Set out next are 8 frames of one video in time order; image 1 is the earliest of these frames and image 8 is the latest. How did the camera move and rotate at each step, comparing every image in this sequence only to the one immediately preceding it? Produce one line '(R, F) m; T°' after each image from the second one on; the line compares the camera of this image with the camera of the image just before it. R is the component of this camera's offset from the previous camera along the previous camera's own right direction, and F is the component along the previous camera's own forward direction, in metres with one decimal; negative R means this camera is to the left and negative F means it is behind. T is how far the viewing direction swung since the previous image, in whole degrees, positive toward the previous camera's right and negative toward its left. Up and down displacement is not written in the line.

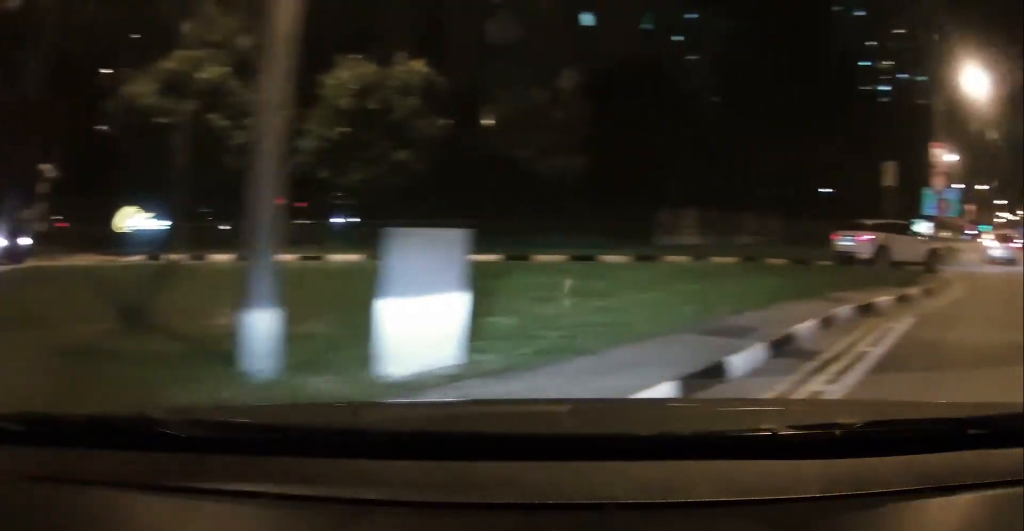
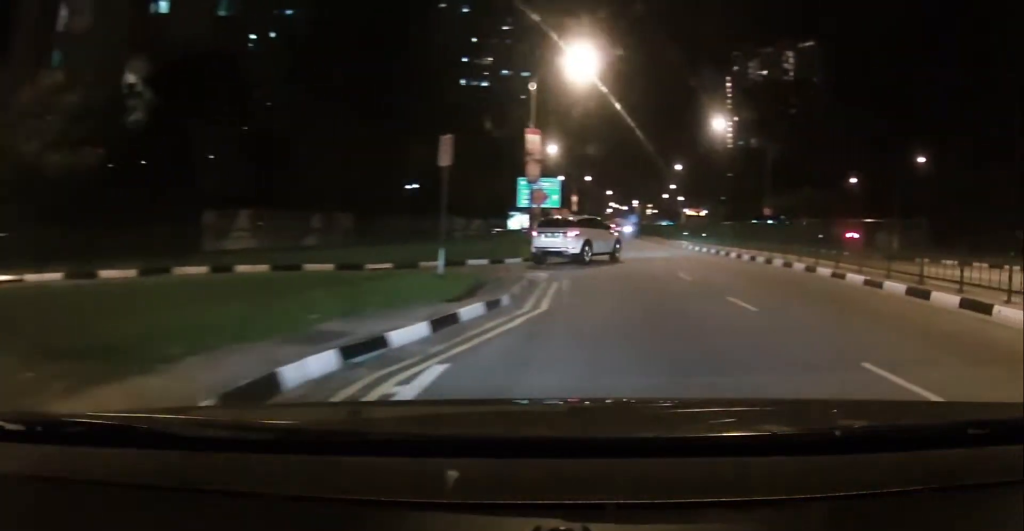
(+1.3, +2.9) m; +42°
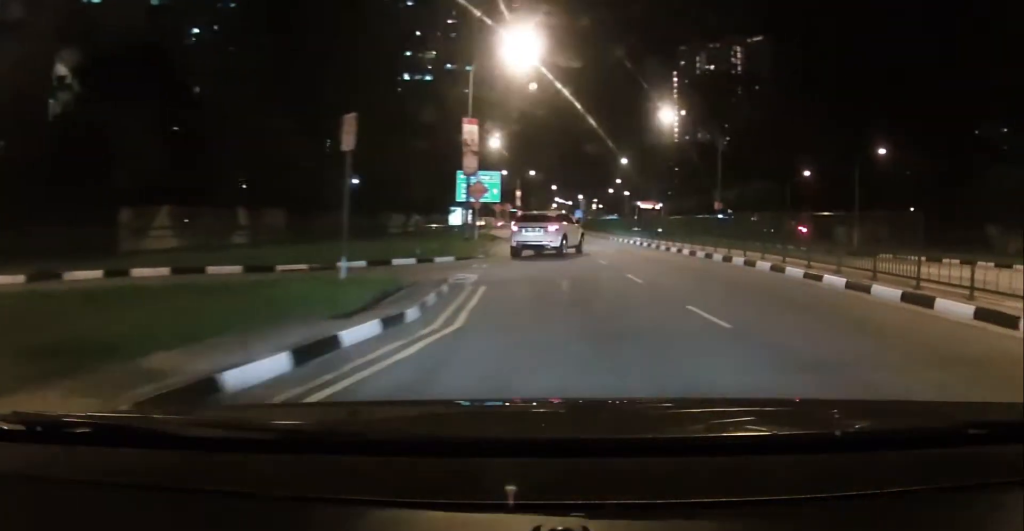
(+0.3, +1.8) m; +2°
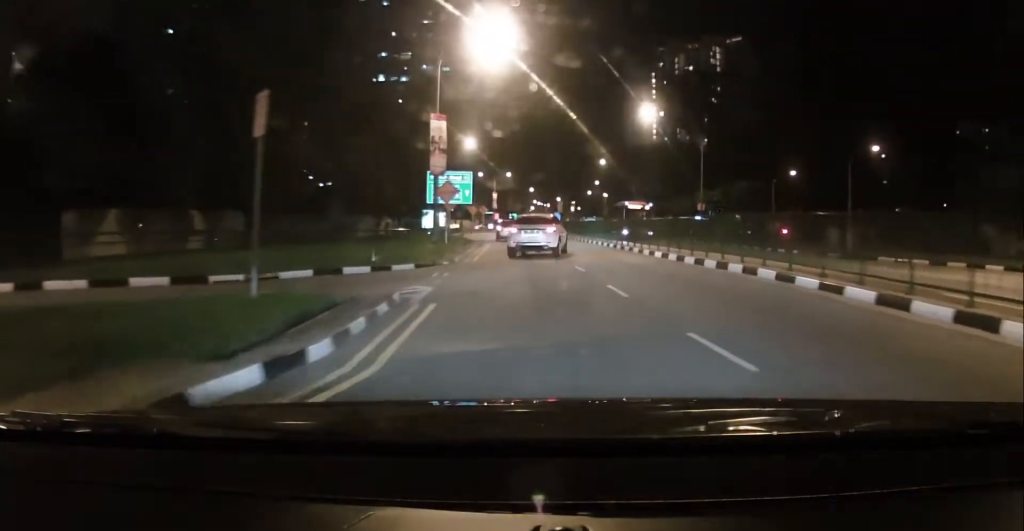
(+0.3, +1.8) m; 0°
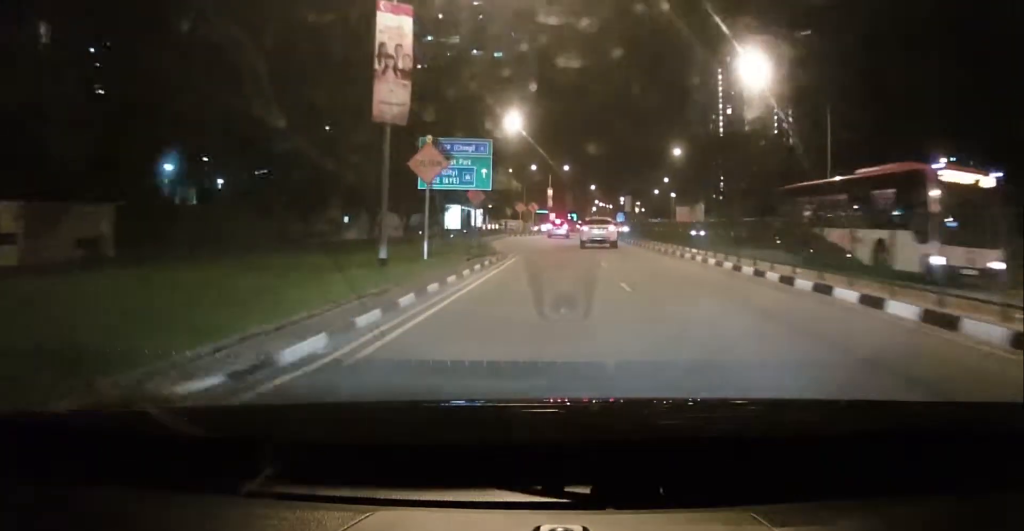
(-1.7, +14.2) m; -5°
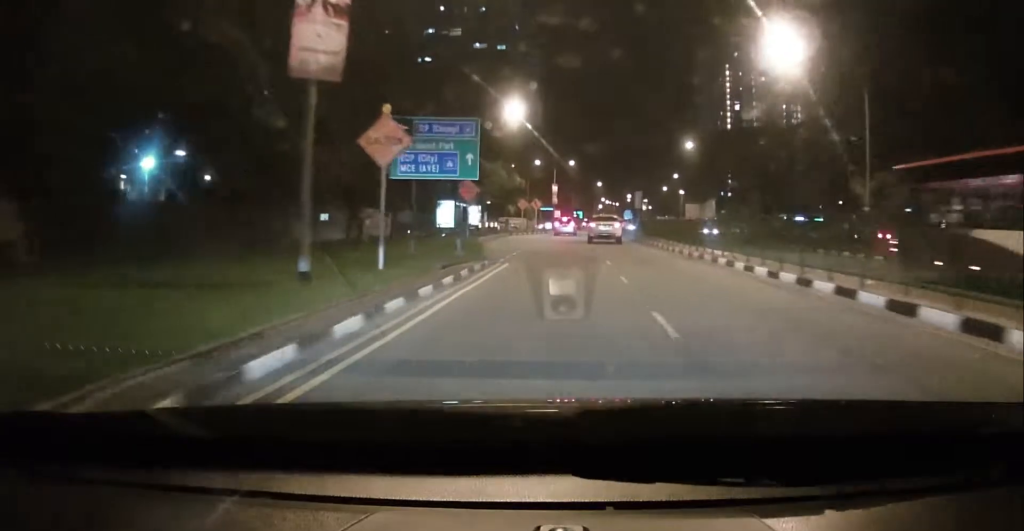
(+0.2, +4.2) m; +1°
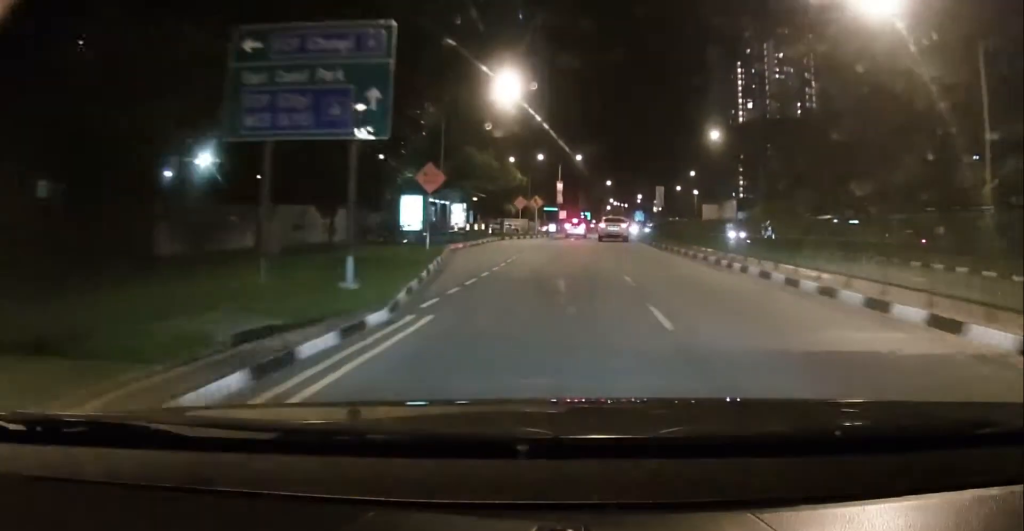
(-0.2, +10.2) m; -1°
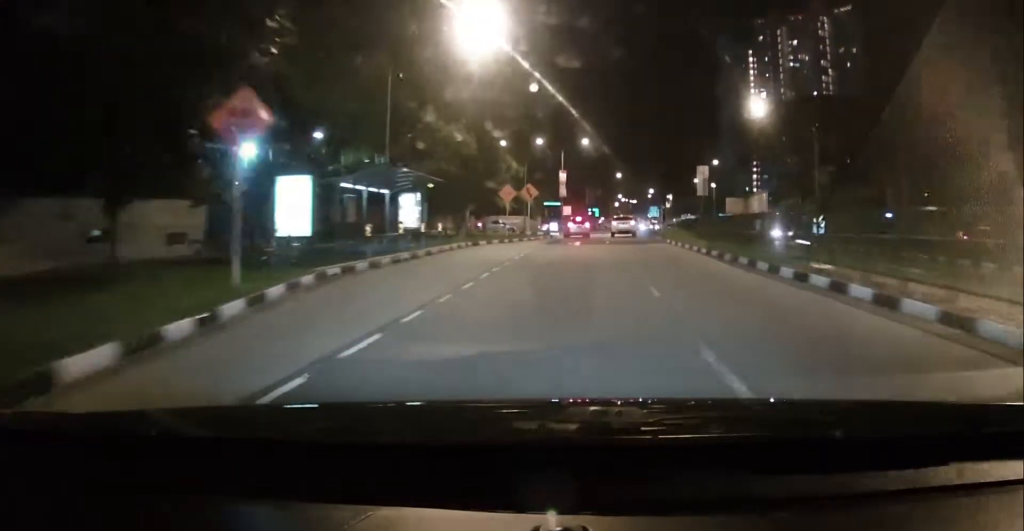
(-0.4, +15.5) m; -3°
